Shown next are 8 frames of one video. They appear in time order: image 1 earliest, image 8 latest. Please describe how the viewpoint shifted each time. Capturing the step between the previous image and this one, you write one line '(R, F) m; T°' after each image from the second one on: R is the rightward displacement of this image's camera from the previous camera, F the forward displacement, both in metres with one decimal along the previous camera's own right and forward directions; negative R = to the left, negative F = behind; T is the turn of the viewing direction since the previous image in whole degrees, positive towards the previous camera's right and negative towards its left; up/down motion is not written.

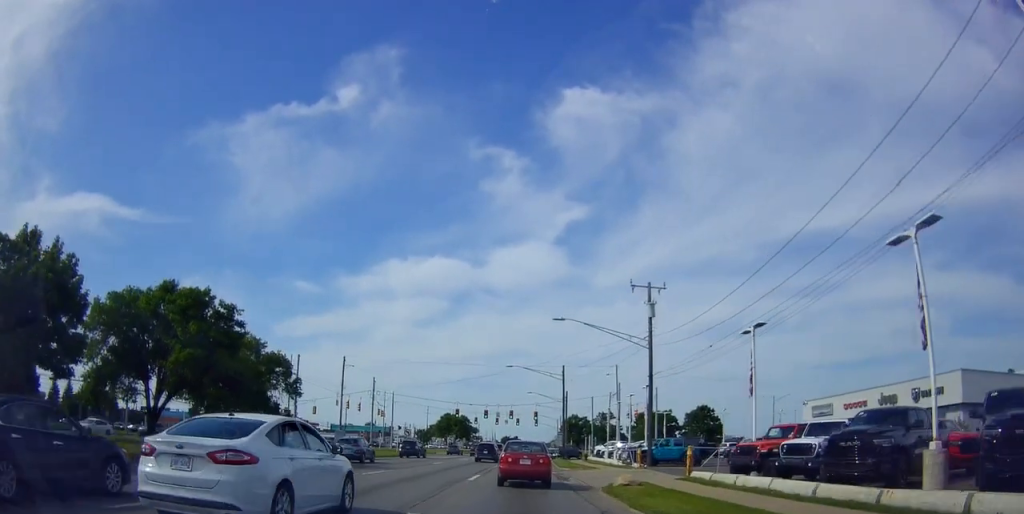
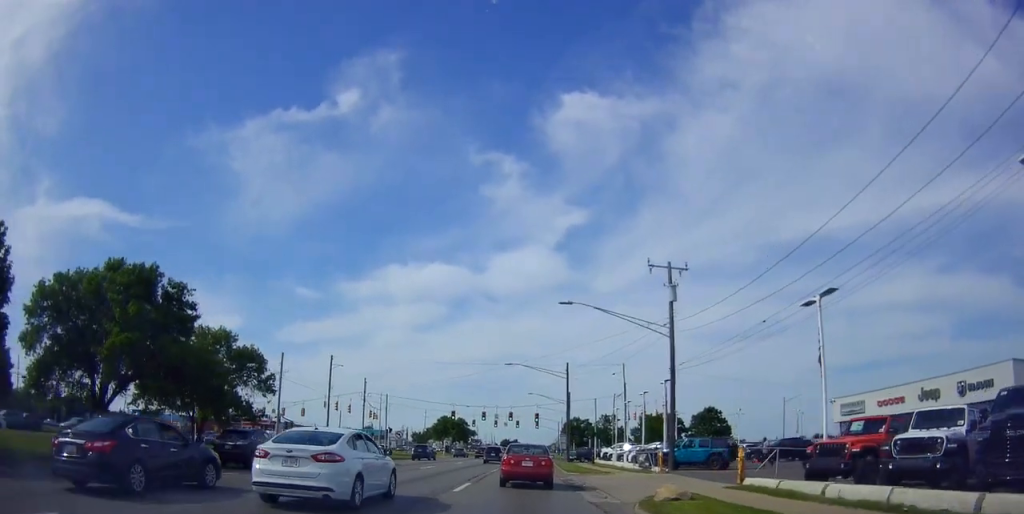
(-0.3, +5.2) m; 0°
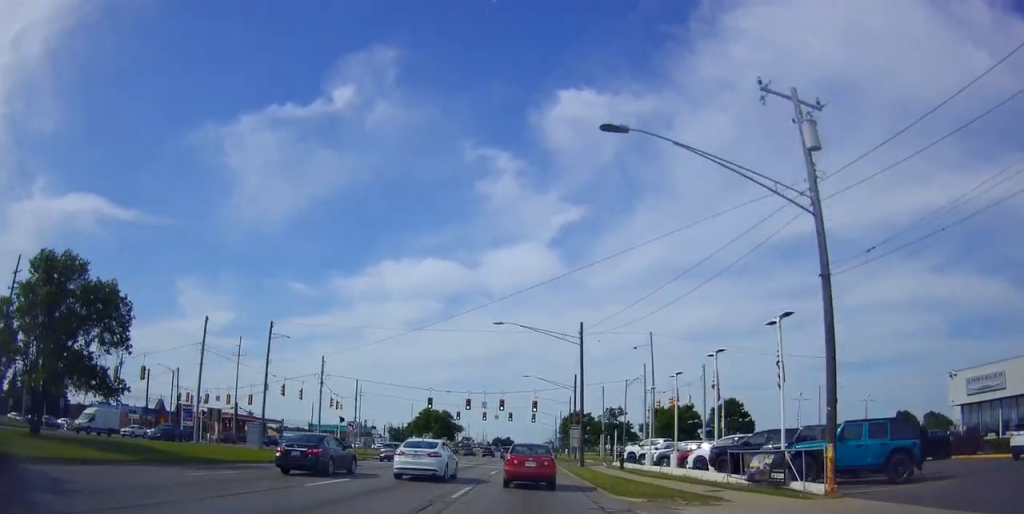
(+1.1, +17.2) m; +4°
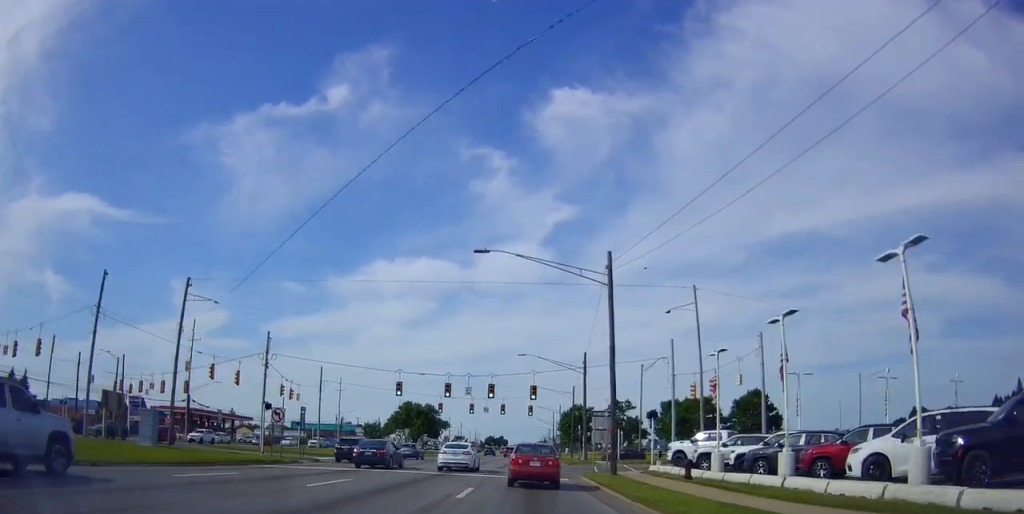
(0.0, +15.0) m; 0°
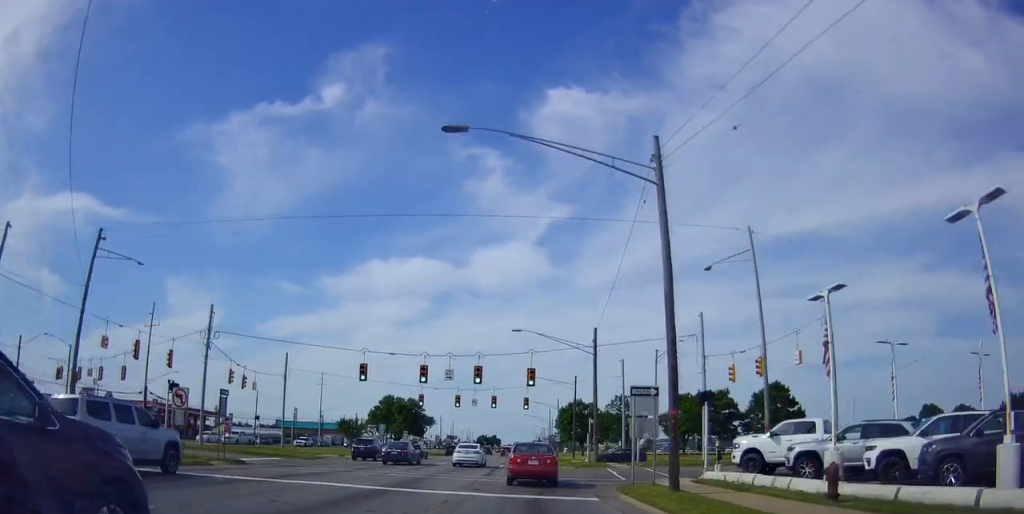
(0.0, +10.9) m; 0°
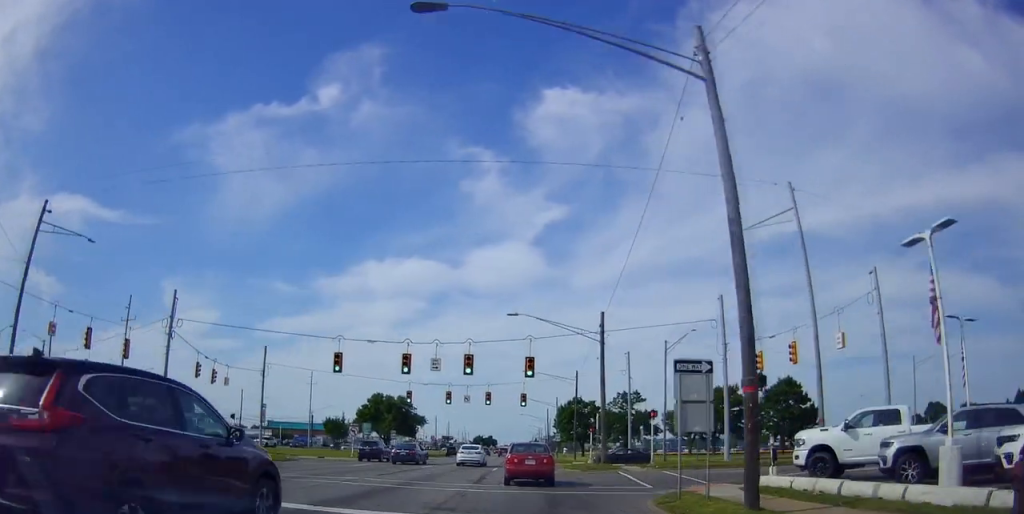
(0.0, +5.5) m; 0°
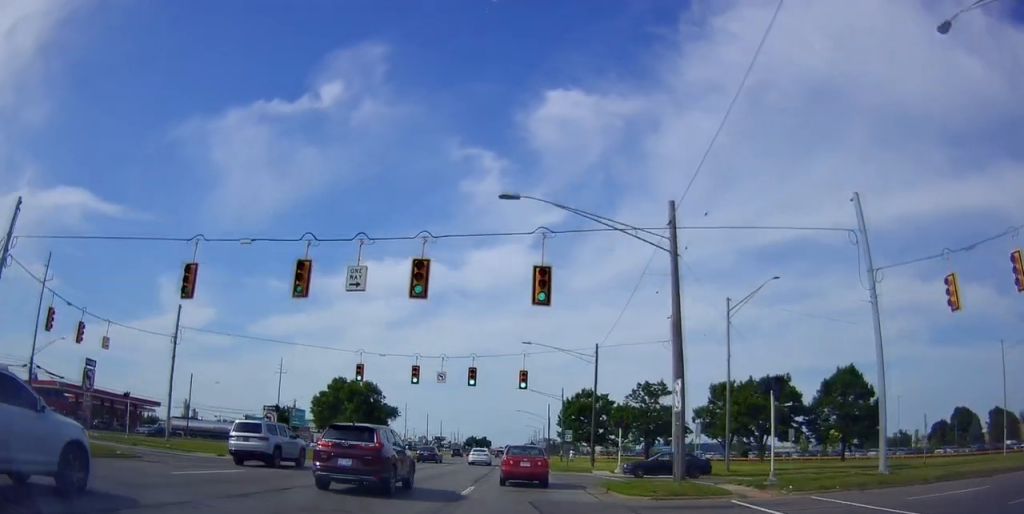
(0.0, +19.0) m; 0°
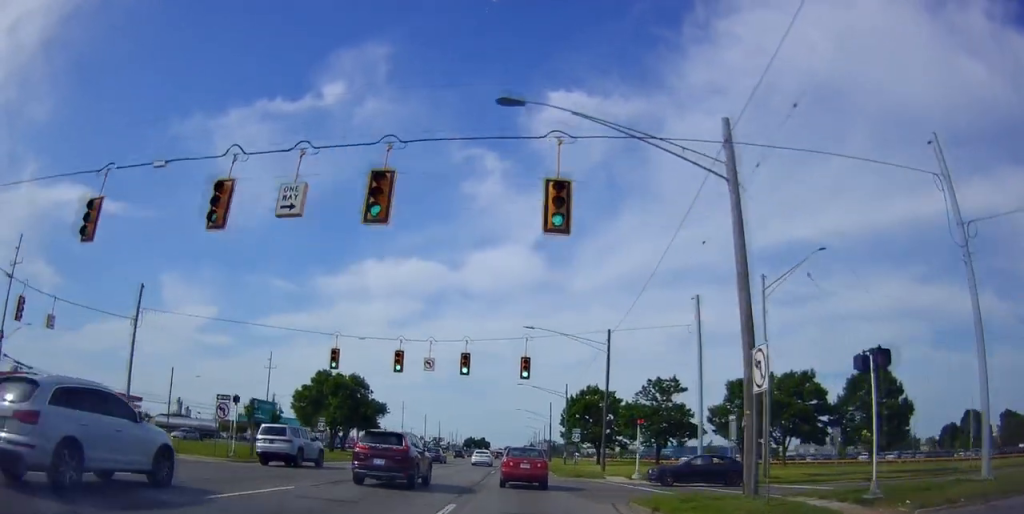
(0.0, +6.3) m; 0°
